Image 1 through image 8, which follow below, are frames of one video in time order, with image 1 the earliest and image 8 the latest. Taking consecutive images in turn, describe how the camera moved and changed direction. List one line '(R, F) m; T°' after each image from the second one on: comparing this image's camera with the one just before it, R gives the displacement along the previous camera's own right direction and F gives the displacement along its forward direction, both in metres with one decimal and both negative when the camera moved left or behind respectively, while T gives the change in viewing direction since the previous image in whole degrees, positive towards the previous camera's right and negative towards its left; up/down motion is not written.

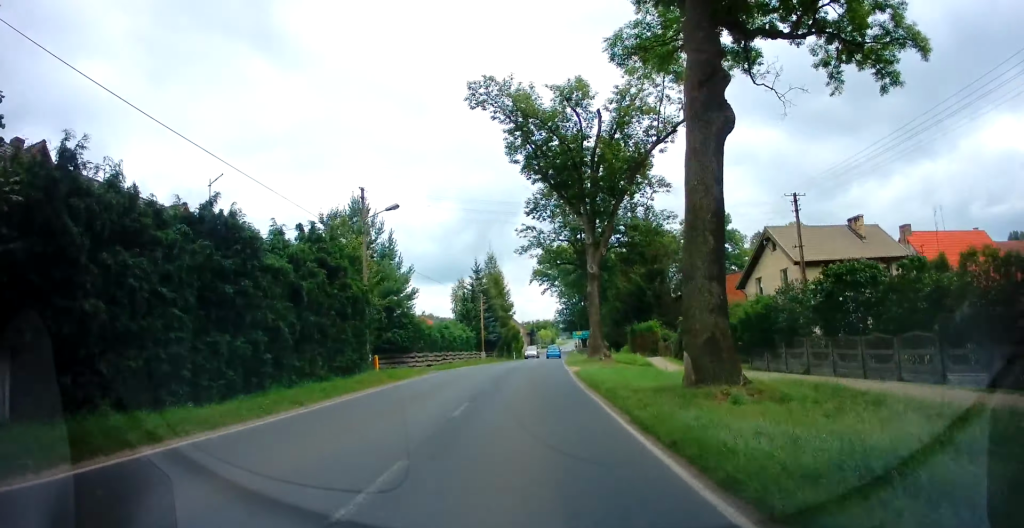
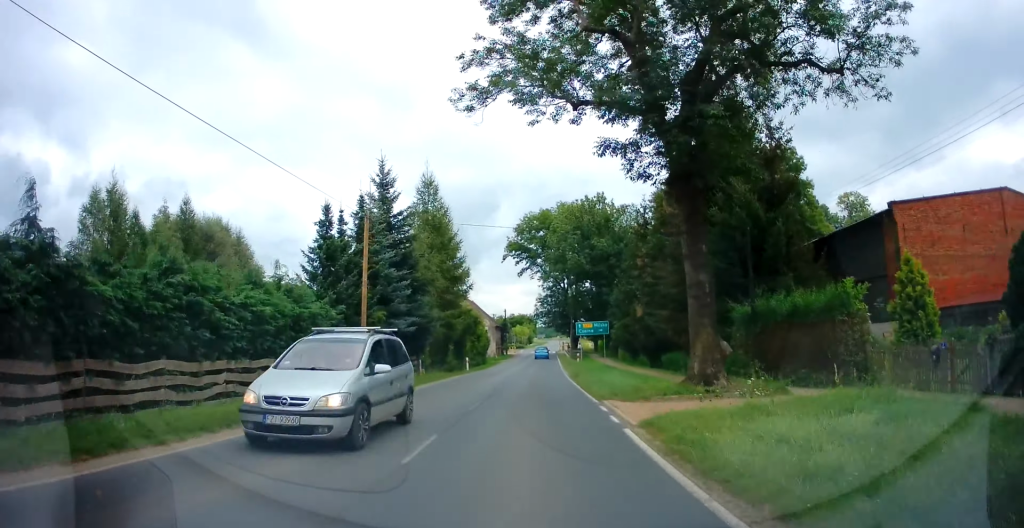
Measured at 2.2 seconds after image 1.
(+1.2, +32.9) m; +3°
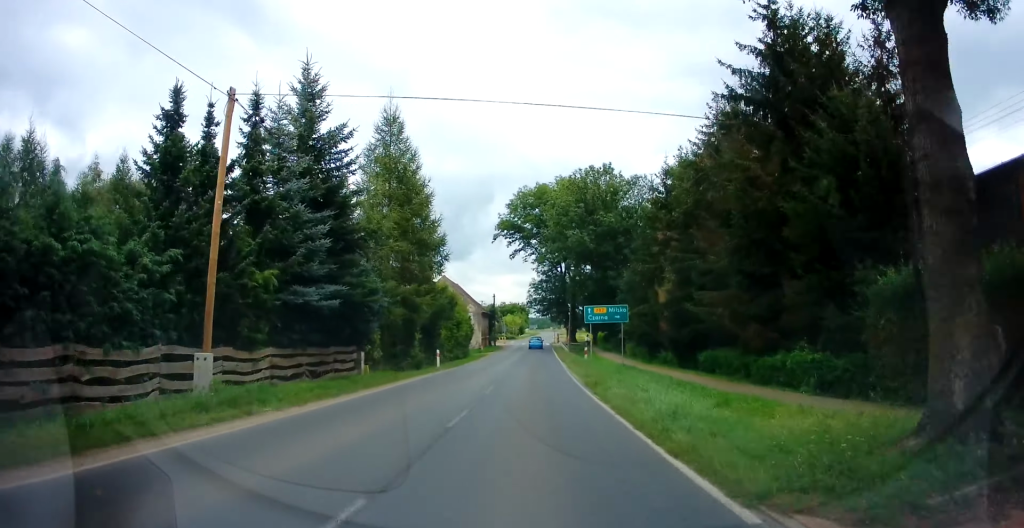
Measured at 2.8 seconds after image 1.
(+0.1, +10.0) m; 0°
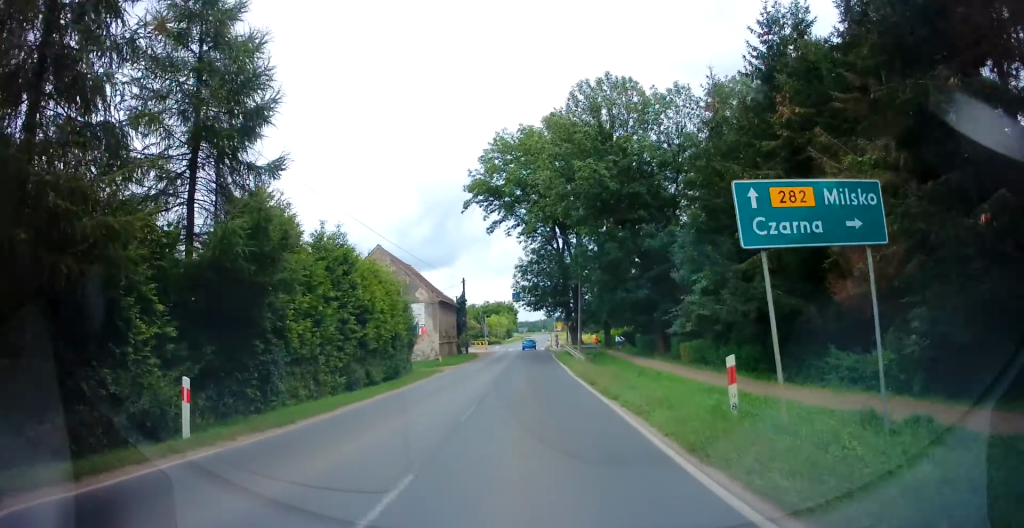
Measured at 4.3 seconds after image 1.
(+0.1, +22.3) m; +2°
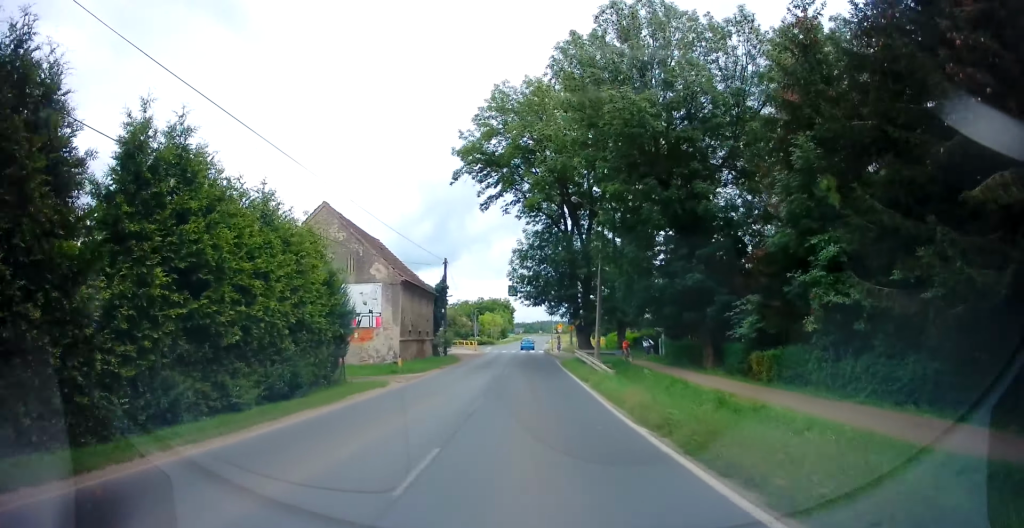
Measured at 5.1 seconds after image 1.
(+0.1, +10.7) m; +1°
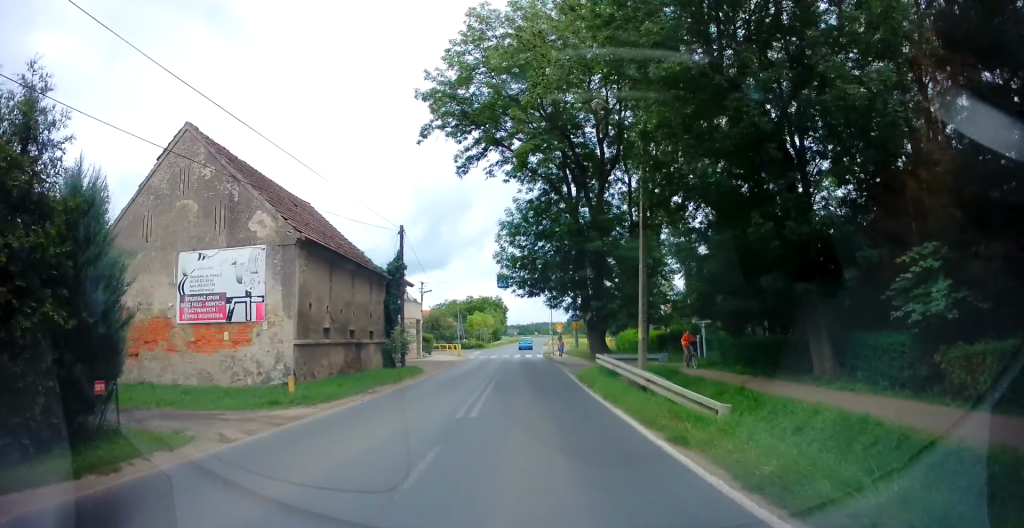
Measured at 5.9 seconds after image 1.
(+0.1, +12.1) m; +1°
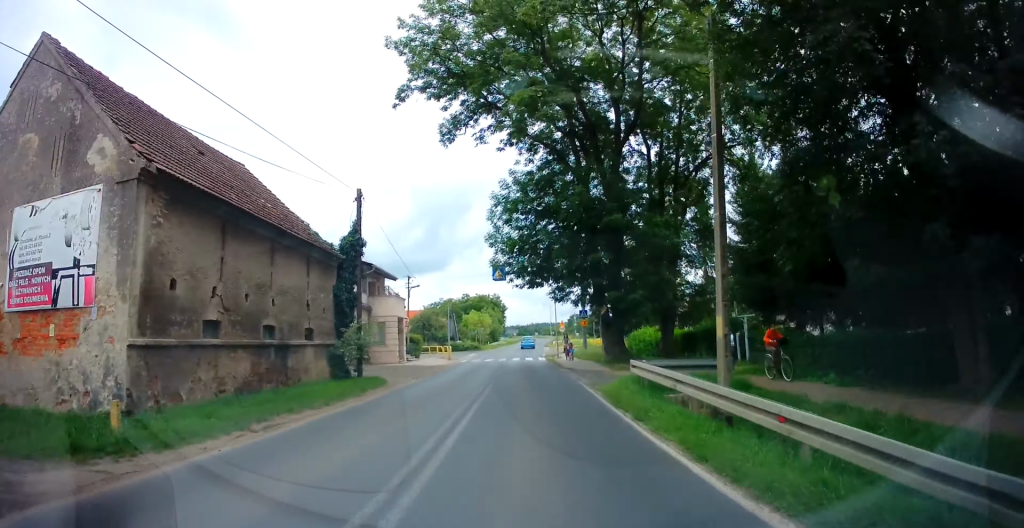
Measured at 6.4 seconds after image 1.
(+0.3, +6.8) m; 0°
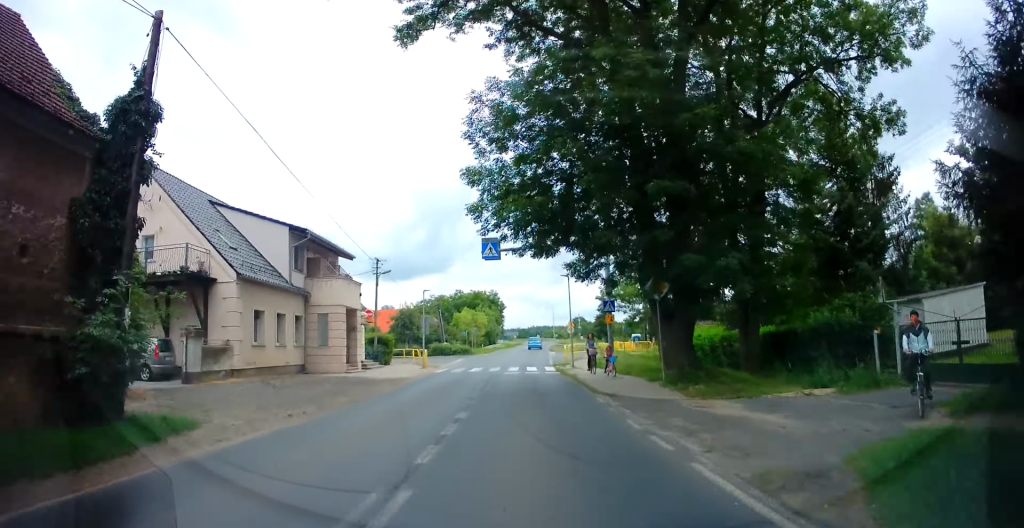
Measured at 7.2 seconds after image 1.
(-0.2, +12.1) m; -1°
